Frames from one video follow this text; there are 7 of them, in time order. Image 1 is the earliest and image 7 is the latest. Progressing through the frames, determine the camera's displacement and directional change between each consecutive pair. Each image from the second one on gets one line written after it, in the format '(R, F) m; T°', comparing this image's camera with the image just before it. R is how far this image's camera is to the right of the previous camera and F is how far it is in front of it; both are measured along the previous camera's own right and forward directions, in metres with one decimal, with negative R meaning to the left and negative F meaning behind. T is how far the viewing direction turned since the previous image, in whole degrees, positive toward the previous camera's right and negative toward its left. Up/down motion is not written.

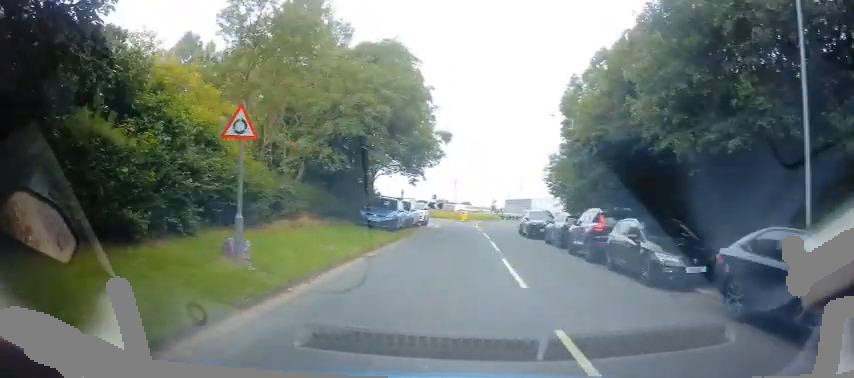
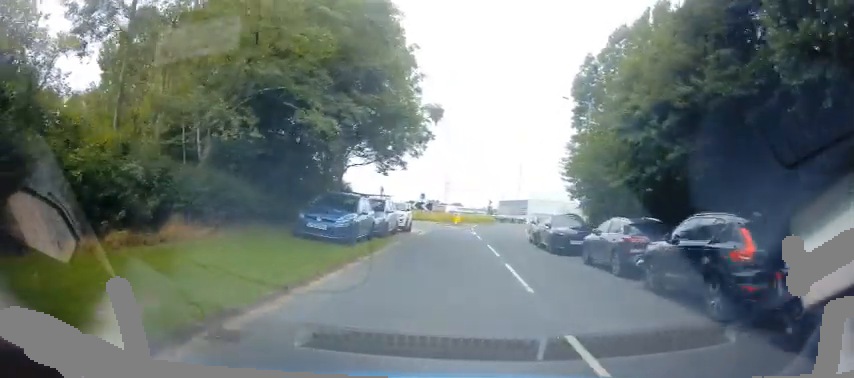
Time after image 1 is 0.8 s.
(-1.1, +7.8) m; -1°
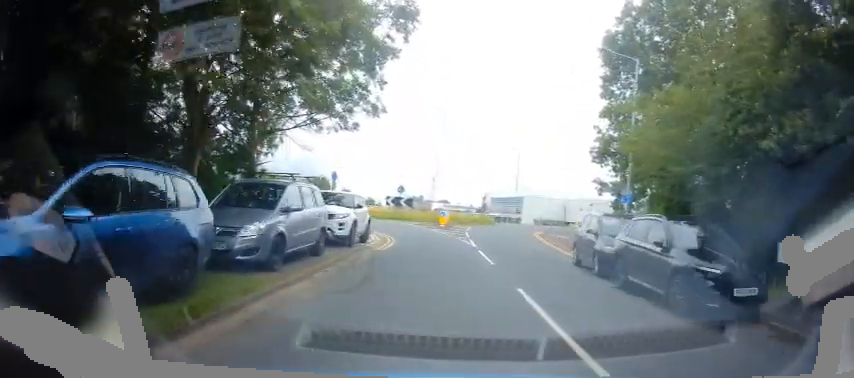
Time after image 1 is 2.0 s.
(+1.7, +10.8) m; +8°
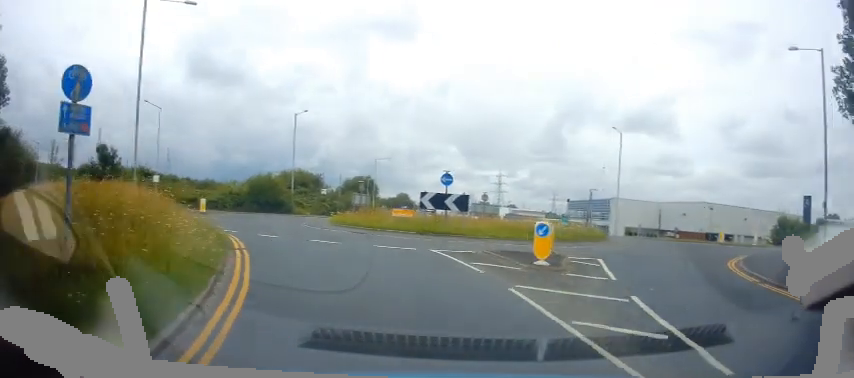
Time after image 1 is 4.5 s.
(-1.1, +19.6) m; -9°
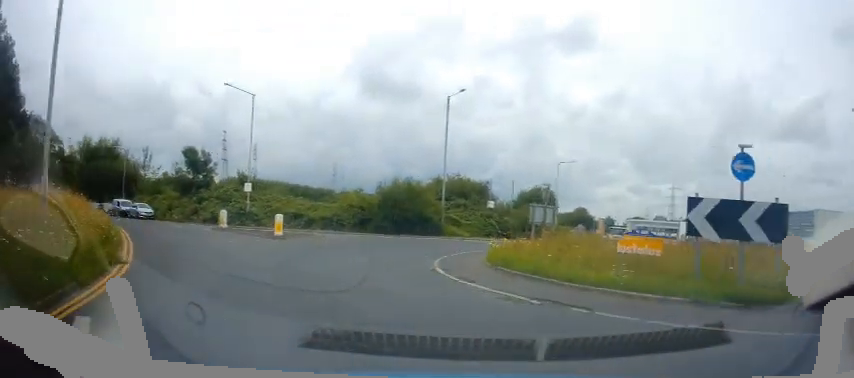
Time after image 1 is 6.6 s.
(-3.0, +13.3) m; -24°
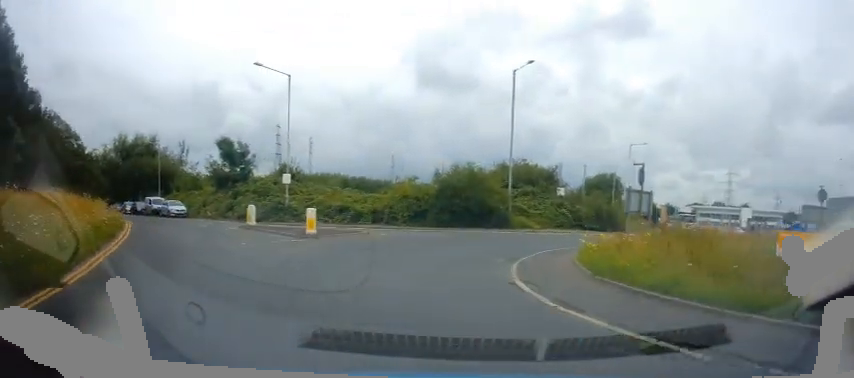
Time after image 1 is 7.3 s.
(-0.1, +4.2) m; -2°
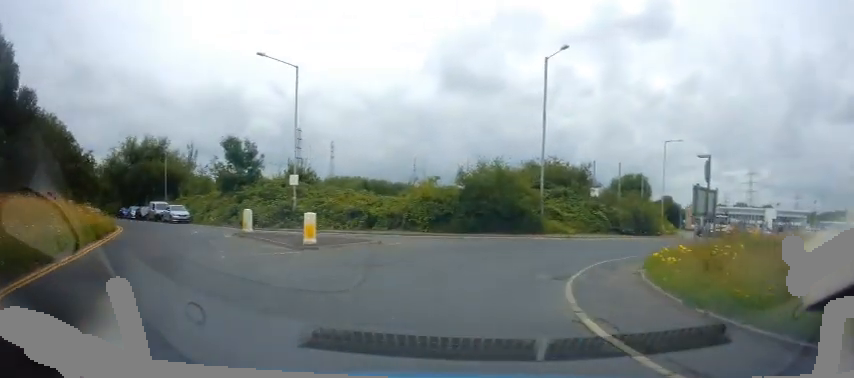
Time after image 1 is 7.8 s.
(0.0, +3.1) m; 0°
